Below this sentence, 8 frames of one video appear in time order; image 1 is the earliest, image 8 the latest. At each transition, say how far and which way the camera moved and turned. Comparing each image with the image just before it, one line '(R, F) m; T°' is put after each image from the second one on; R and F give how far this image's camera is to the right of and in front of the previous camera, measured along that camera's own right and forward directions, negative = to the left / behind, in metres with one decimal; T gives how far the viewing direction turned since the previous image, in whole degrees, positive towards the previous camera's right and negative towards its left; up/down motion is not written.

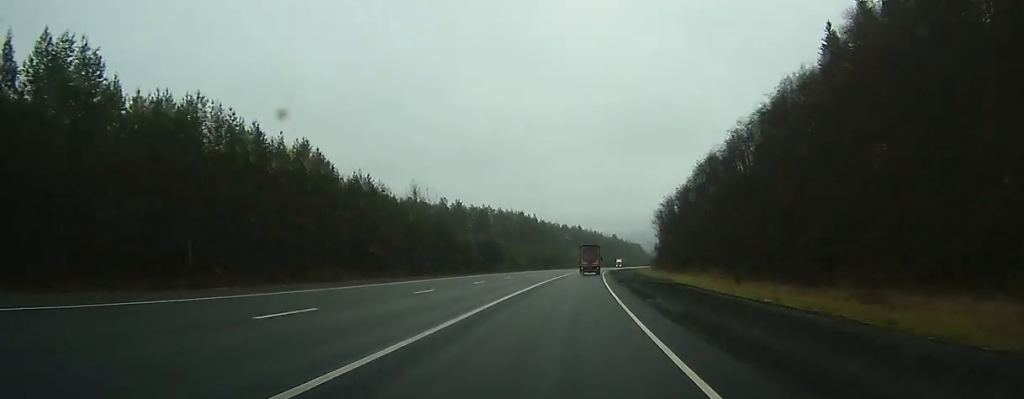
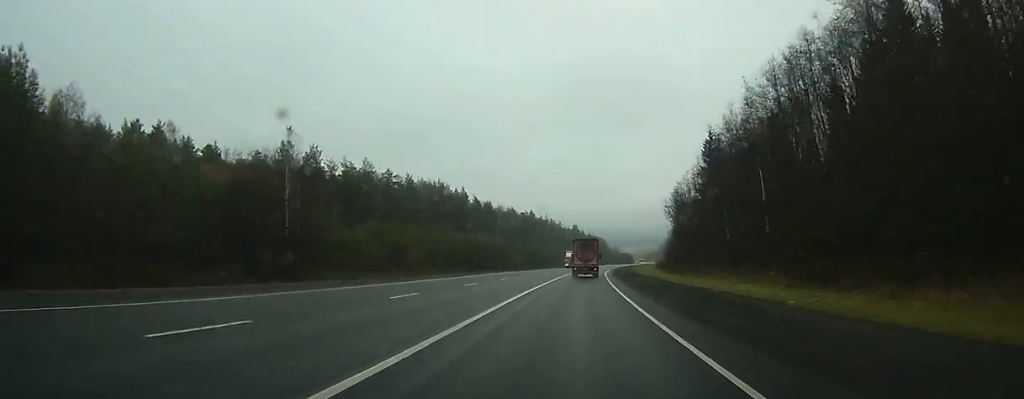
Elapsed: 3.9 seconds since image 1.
(+2.4, +97.9) m; +4°
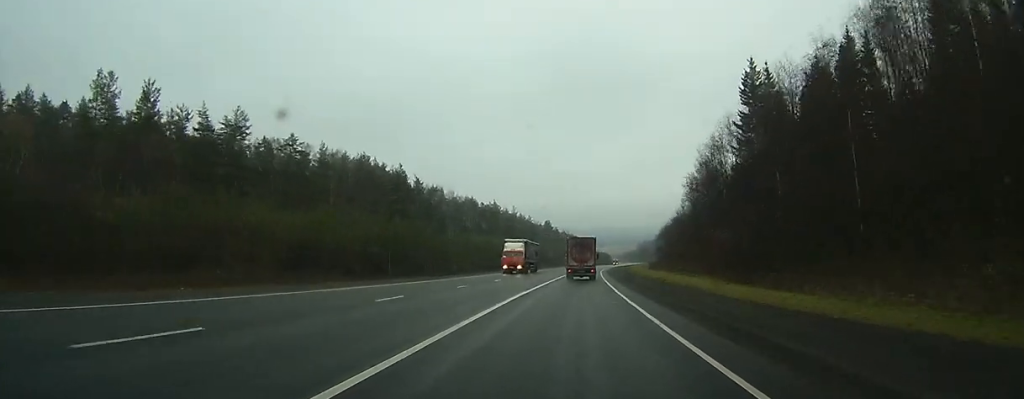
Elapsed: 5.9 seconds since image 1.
(+1.3, +48.9) m; +3°
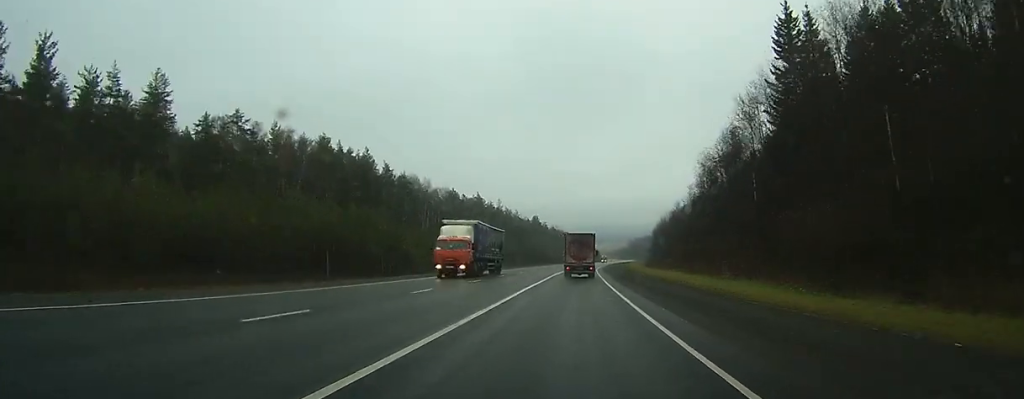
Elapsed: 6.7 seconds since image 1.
(+0.4, +19.2) m; +1°
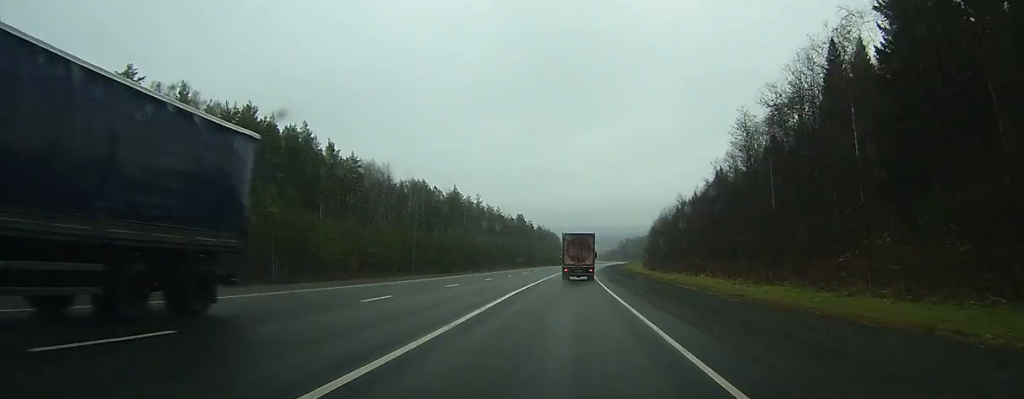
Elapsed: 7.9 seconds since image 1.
(+0.3, +28.9) m; +1°
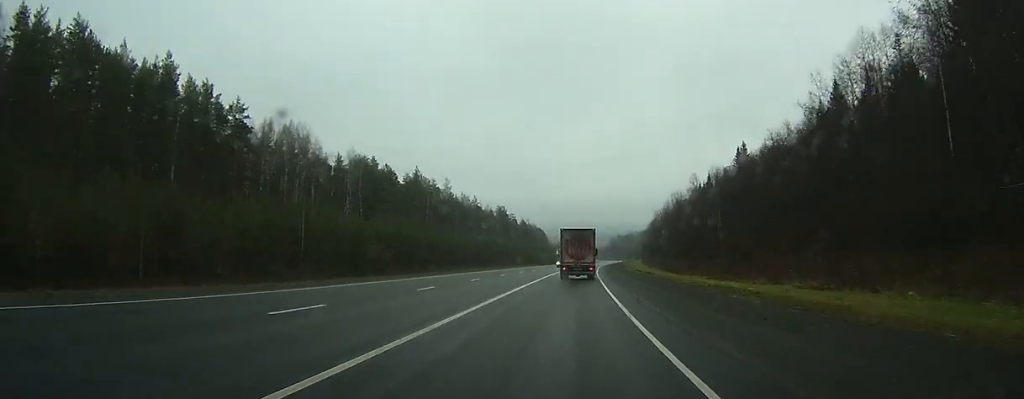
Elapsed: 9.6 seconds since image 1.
(+0.4, +41.4) m; +2°
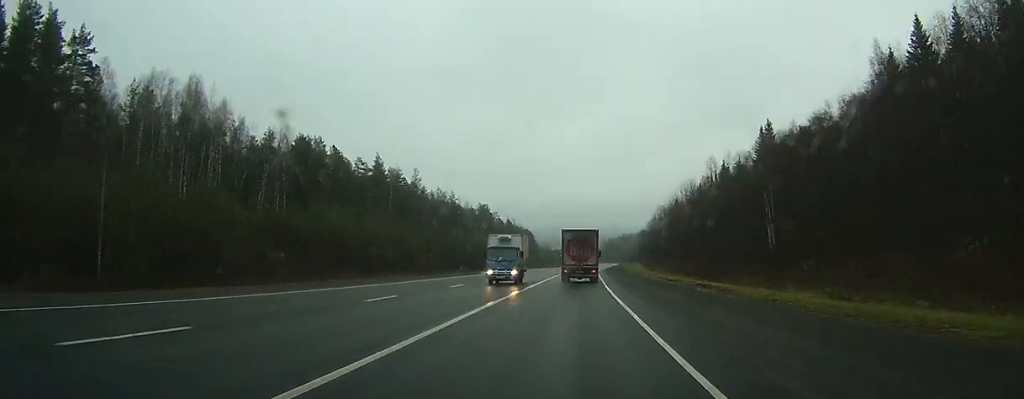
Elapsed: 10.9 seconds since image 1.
(+0.8, +30.4) m; +8°
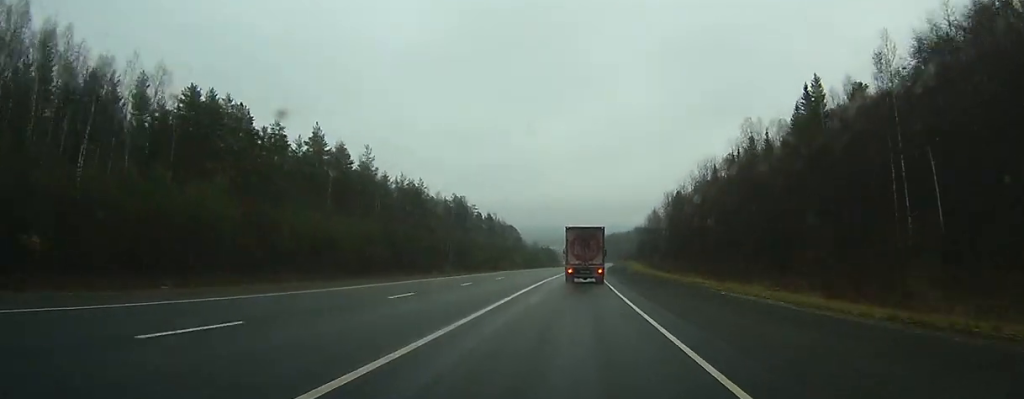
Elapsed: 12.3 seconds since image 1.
(+2.6, +34.3) m; +2°
